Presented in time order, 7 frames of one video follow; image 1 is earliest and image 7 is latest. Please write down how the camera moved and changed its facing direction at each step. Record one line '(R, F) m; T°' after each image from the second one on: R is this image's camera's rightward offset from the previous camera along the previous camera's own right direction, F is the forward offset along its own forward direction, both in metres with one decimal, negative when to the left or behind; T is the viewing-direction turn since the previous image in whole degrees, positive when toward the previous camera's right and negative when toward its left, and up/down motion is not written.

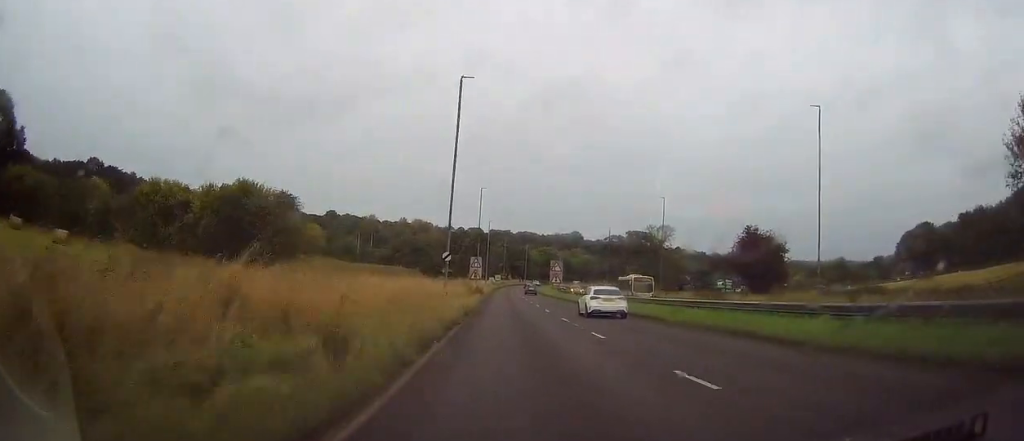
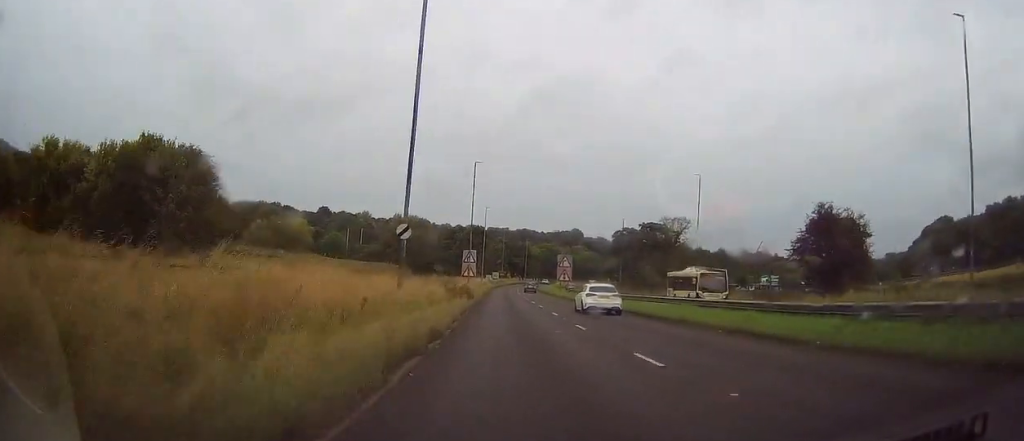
(+0.1, +15.7) m; 0°
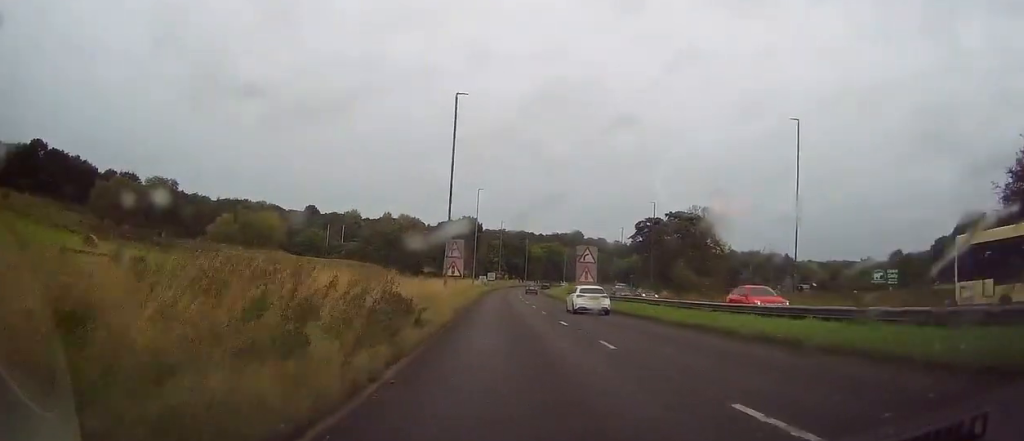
(0.0, +24.4) m; 0°
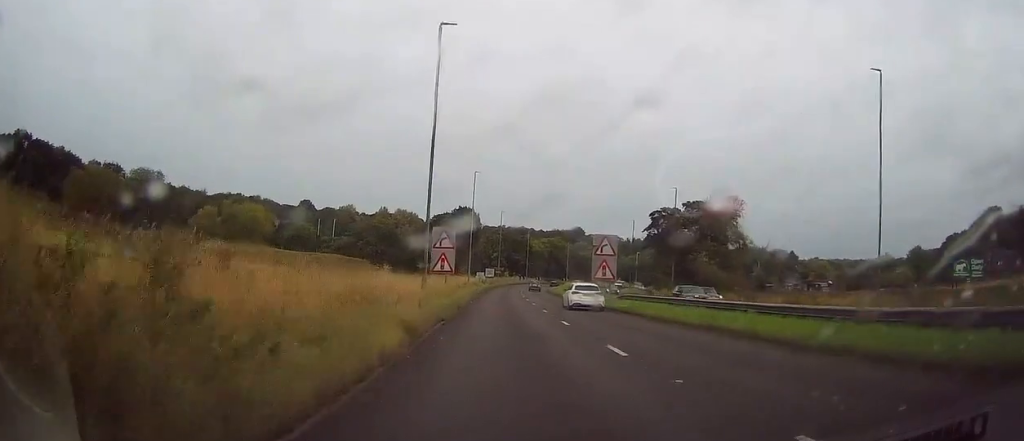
(-0.1, +11.2) m; 0°
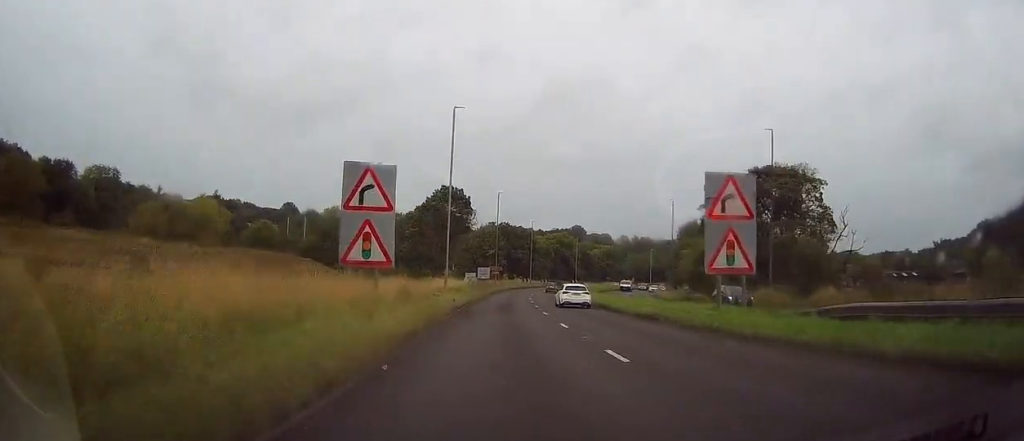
(+0.2, +28.9) m; +1°
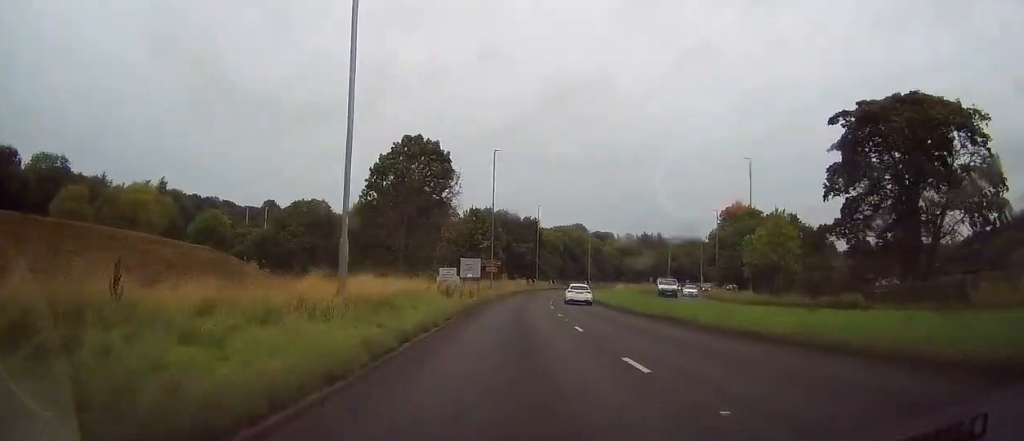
(+0.1, +29.2) m; 0°
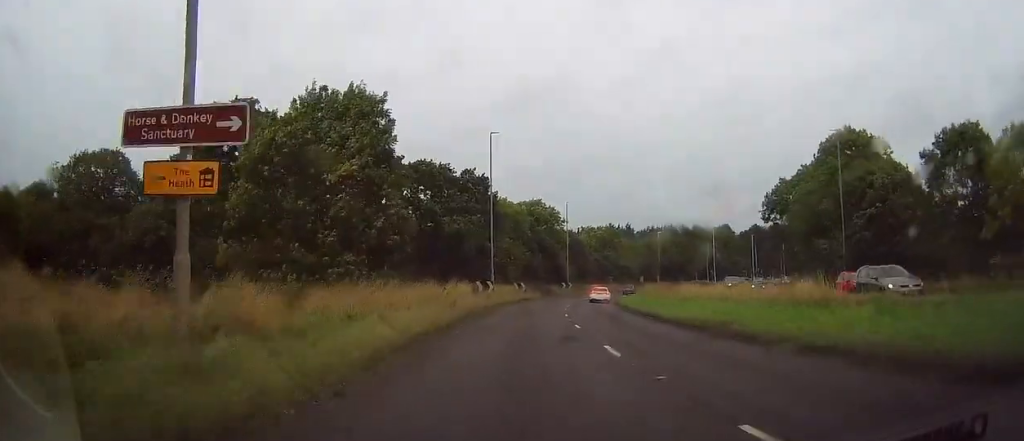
(+1.4, +52.4) m; +3°
